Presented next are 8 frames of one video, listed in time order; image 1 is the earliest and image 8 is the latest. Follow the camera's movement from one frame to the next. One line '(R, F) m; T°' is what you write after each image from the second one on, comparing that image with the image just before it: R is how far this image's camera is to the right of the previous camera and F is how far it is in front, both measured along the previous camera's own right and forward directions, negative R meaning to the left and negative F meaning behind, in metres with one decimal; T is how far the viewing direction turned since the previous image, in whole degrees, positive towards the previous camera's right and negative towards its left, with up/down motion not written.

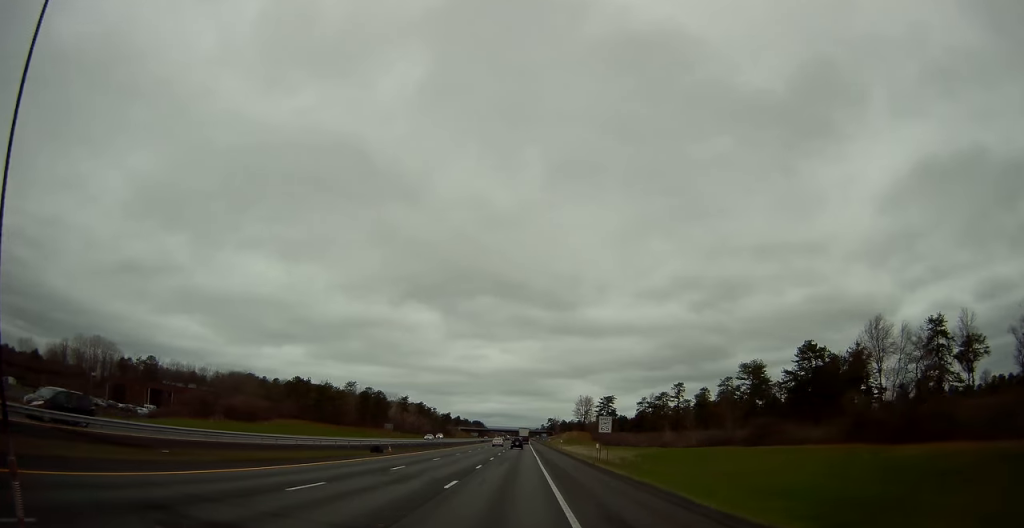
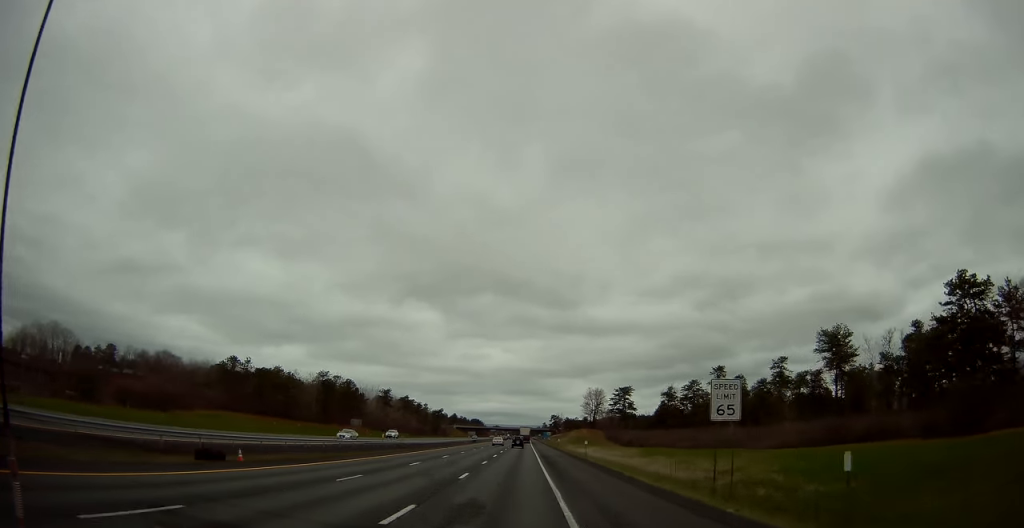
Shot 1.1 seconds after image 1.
(0.0, +31.7) m; 0°
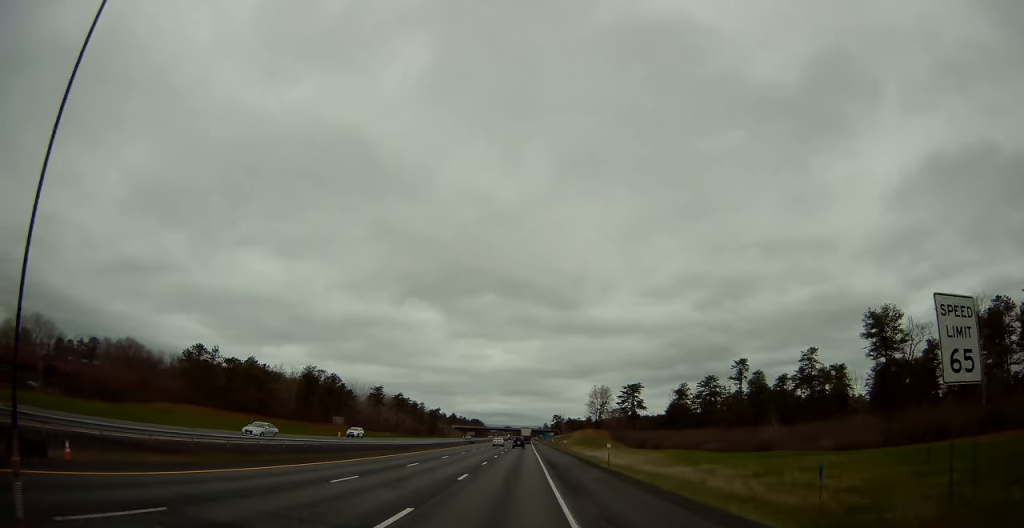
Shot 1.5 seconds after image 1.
(0.0, +12.9) m; 0°
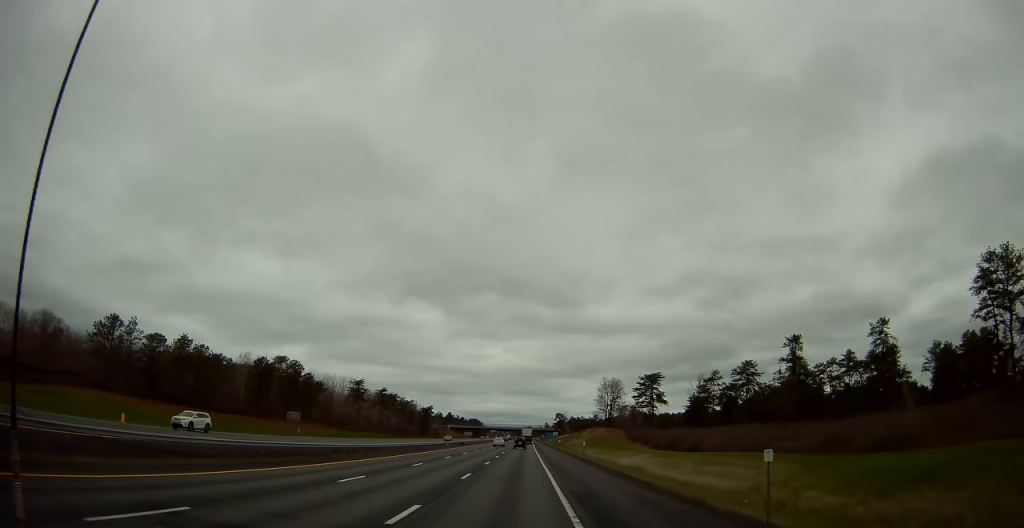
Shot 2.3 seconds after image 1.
(0.0, +24.0) m; 0°
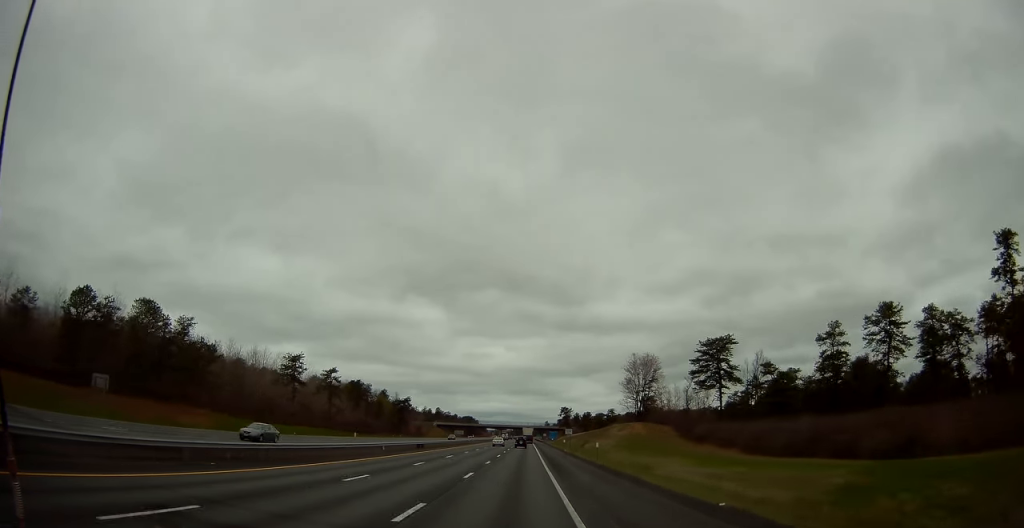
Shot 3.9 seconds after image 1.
(+0.2, +49.1) m; 0°
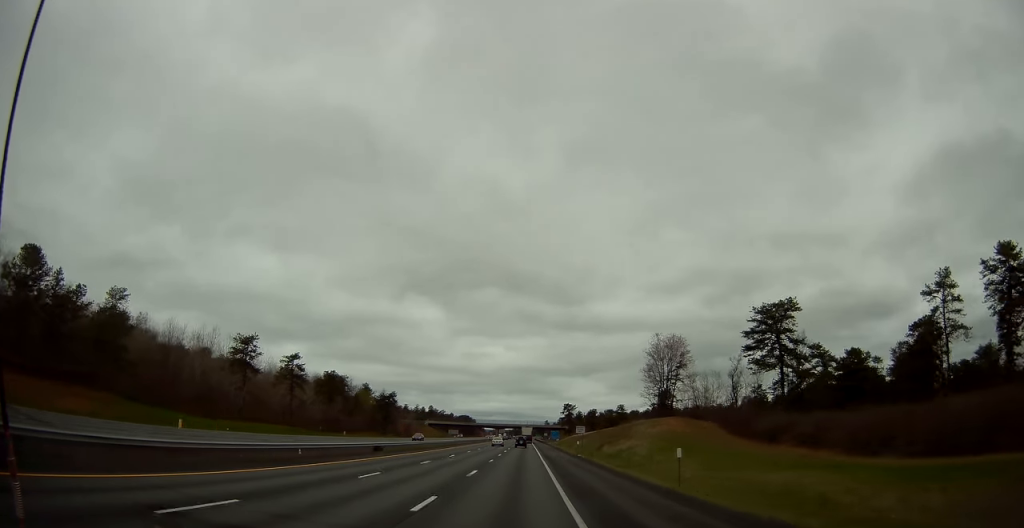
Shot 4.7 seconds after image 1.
(0.0, +23.0) m; 0°
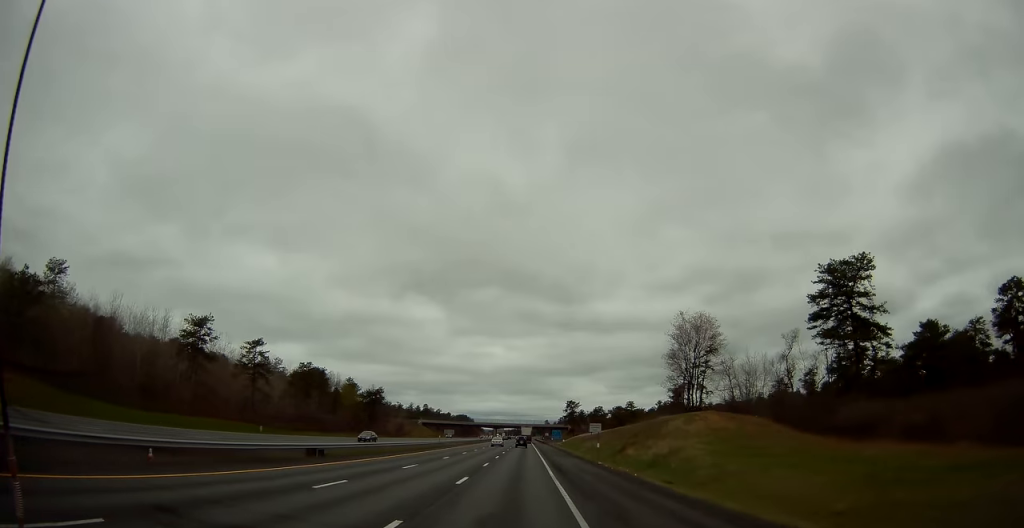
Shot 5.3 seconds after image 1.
(-0.2, +17.0) m; 0°
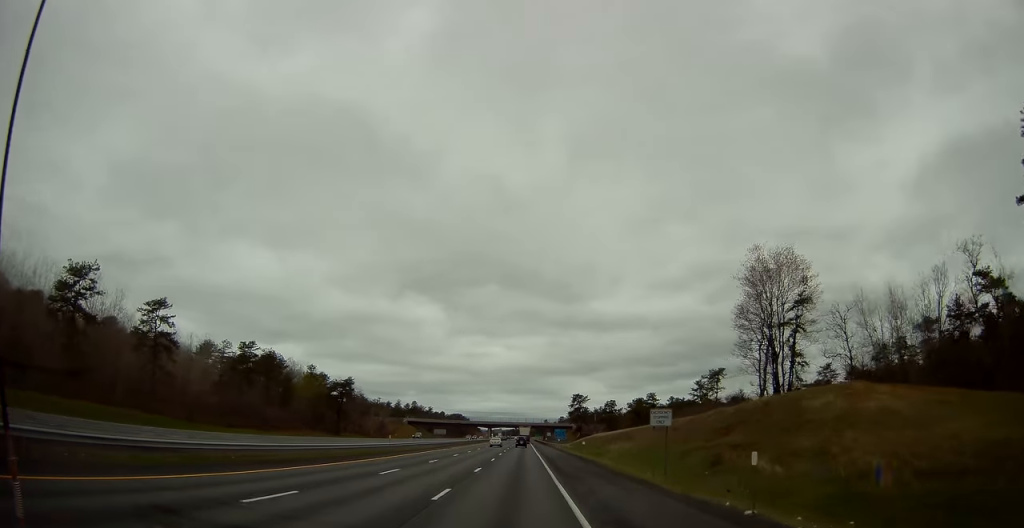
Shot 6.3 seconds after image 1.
(+0.3, +29.9) m; 0°
